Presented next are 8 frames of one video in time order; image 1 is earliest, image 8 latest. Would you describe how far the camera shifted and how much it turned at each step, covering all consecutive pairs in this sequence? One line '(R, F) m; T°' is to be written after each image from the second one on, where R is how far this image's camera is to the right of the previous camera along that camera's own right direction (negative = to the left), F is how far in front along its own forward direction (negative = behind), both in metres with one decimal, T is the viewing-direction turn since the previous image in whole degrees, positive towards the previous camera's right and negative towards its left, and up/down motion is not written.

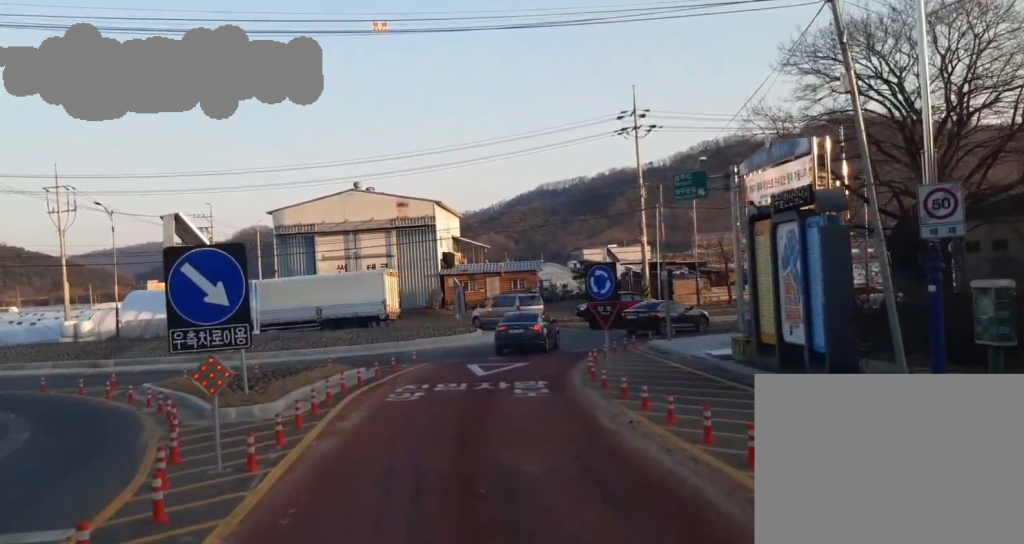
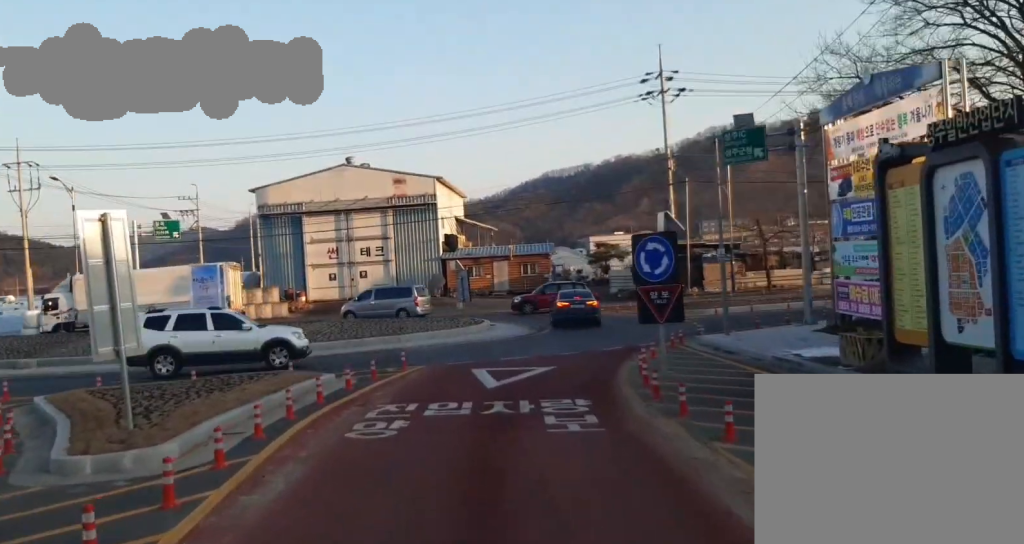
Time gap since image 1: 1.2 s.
(-0.3, +8.6) m; -4°
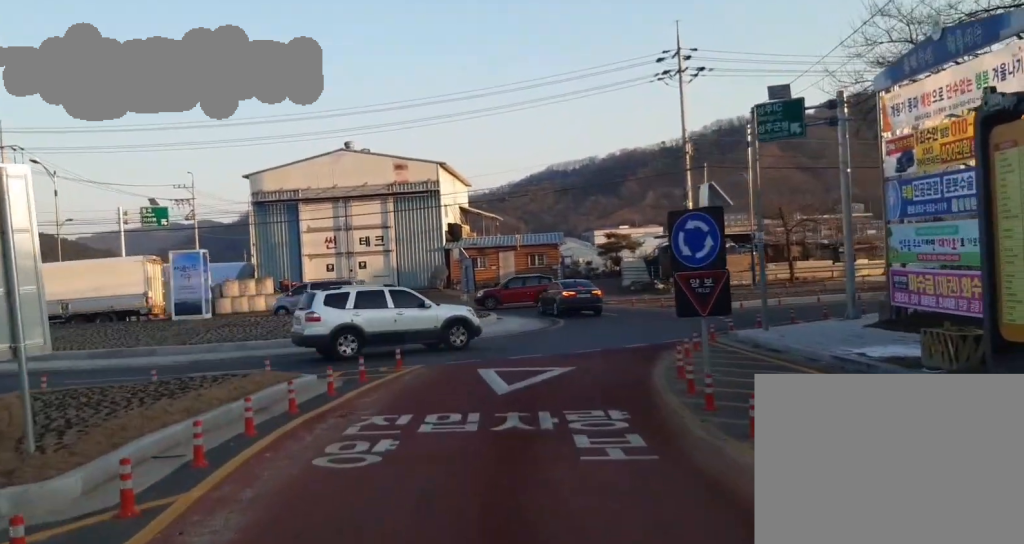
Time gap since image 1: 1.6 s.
(0.0, +2.8) m; -1°
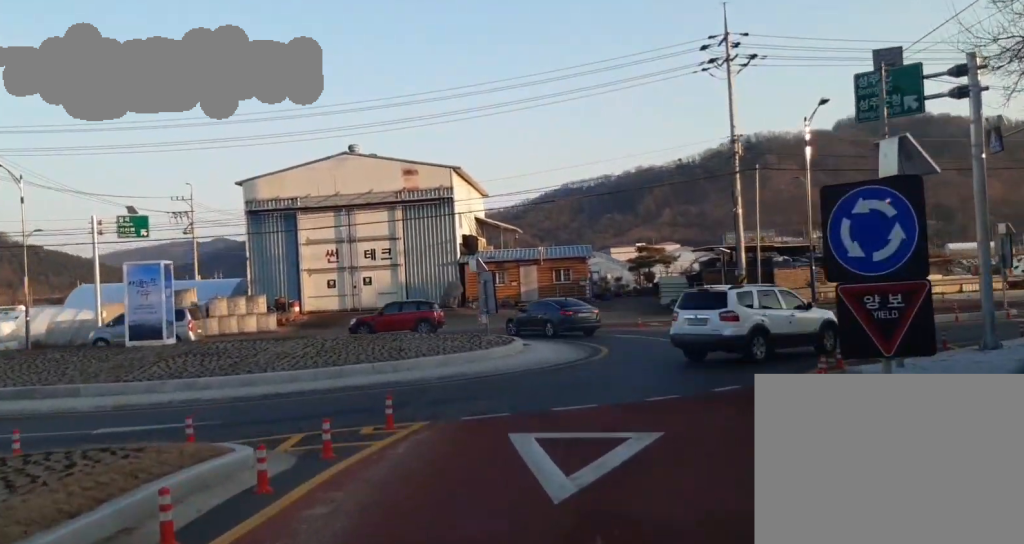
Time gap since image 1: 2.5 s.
(-0.2, +5.4) m; -3°
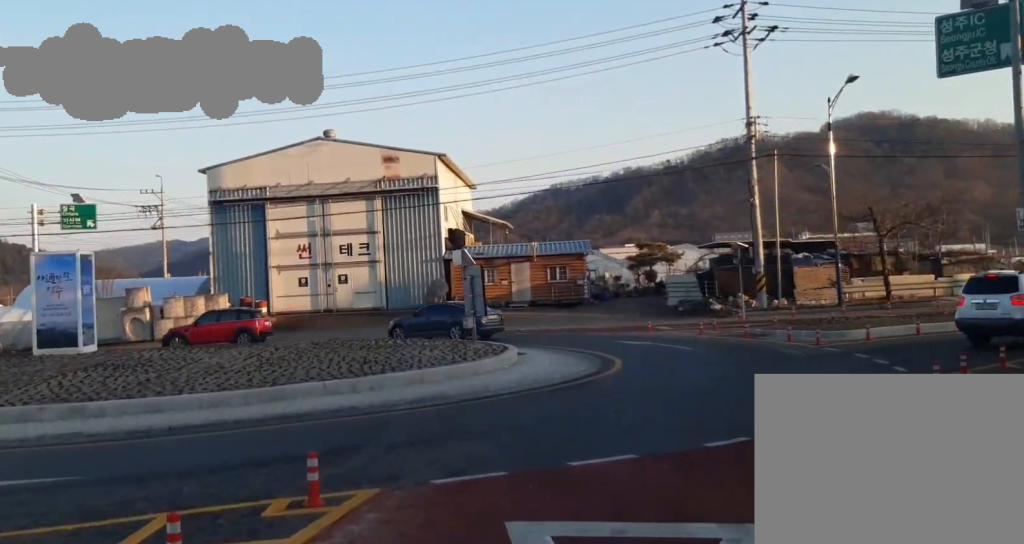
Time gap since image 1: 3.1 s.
(-0.1, +4.5) m; +1°
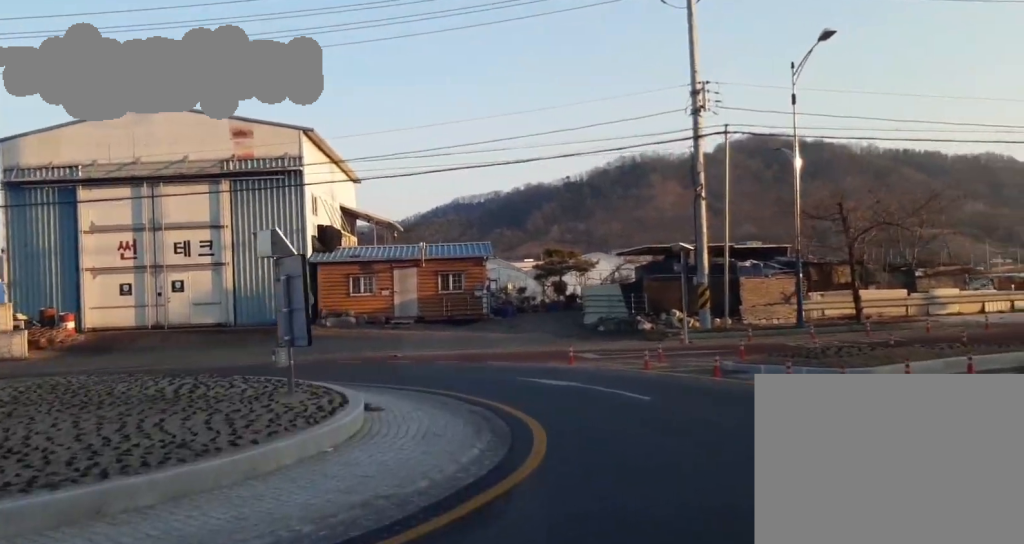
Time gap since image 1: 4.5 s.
(+0.4, +9.9) m; +9°
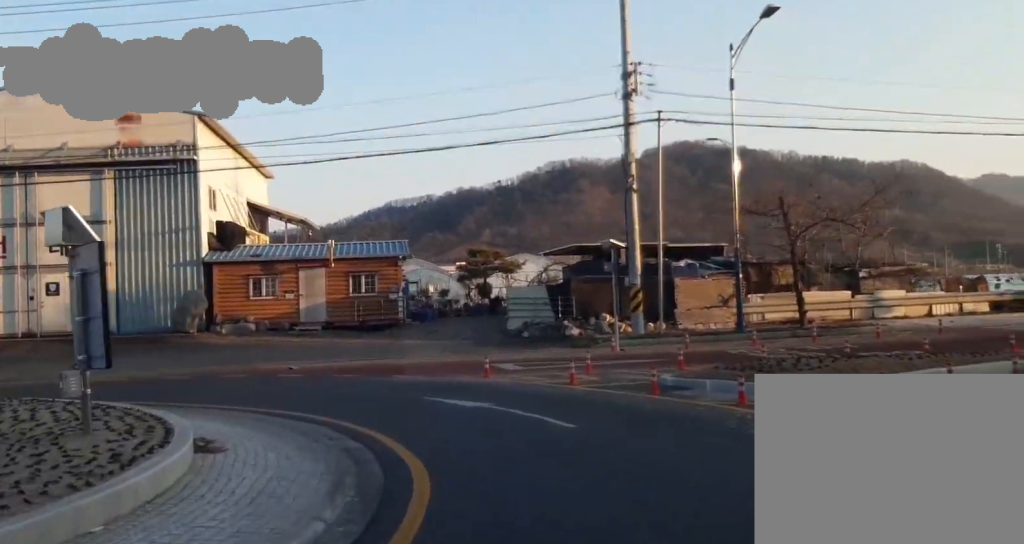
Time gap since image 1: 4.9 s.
(+0.2, +3.1) m; +3°
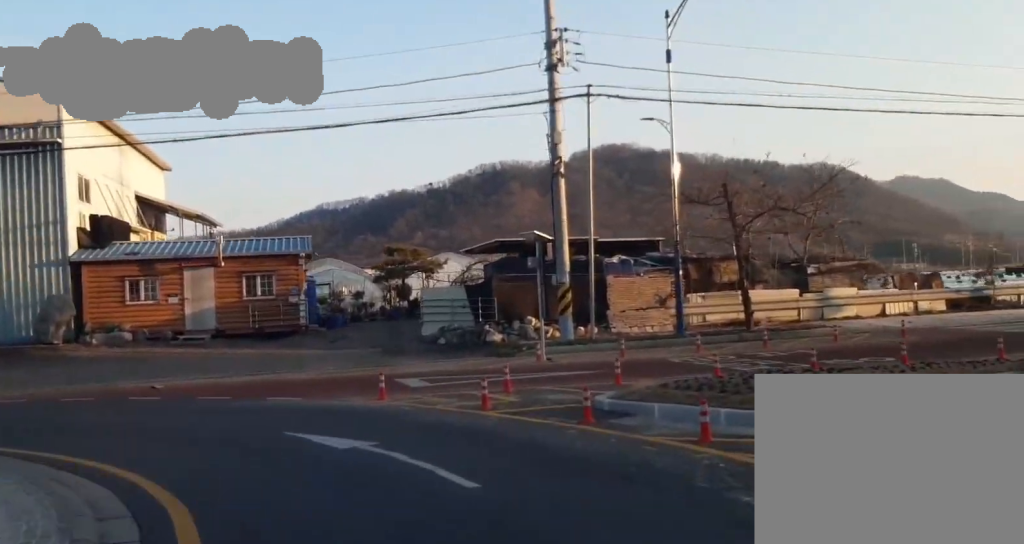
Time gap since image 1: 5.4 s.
(+0.2, +4.0) m; +4°
